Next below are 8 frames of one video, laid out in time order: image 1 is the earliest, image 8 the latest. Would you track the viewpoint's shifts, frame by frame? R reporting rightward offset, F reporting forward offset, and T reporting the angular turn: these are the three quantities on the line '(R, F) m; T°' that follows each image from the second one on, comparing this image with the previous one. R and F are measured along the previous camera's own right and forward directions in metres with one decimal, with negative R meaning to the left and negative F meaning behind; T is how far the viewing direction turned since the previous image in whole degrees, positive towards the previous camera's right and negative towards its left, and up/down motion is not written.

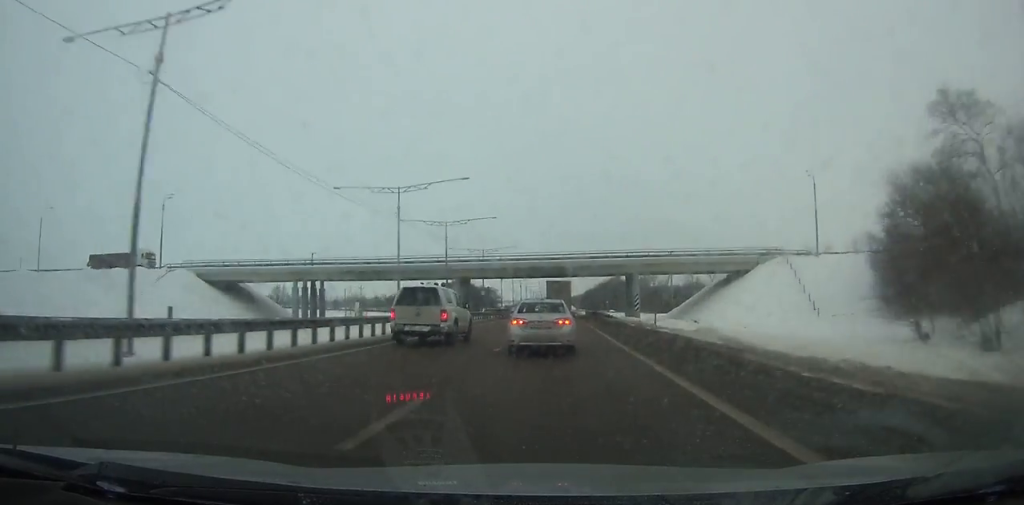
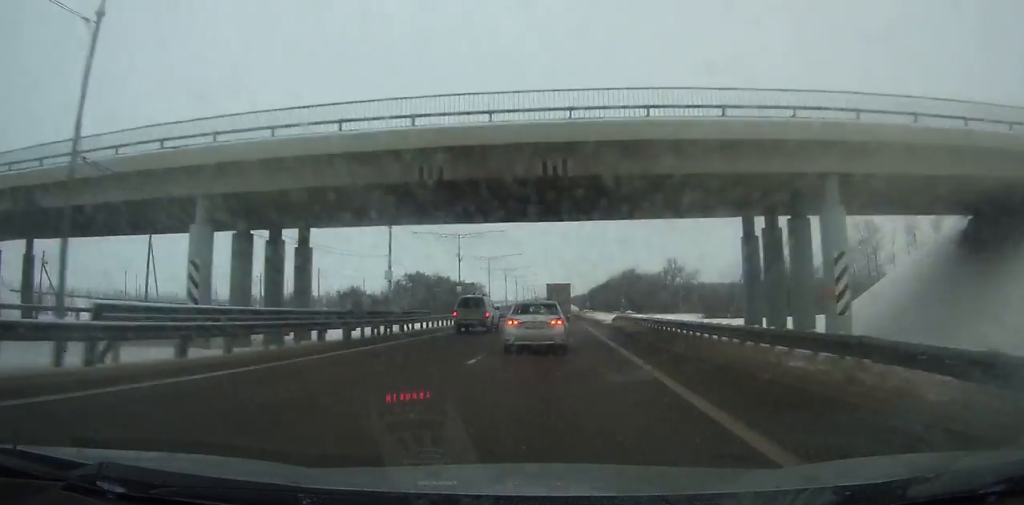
(0.0, +52.7) m; 0°
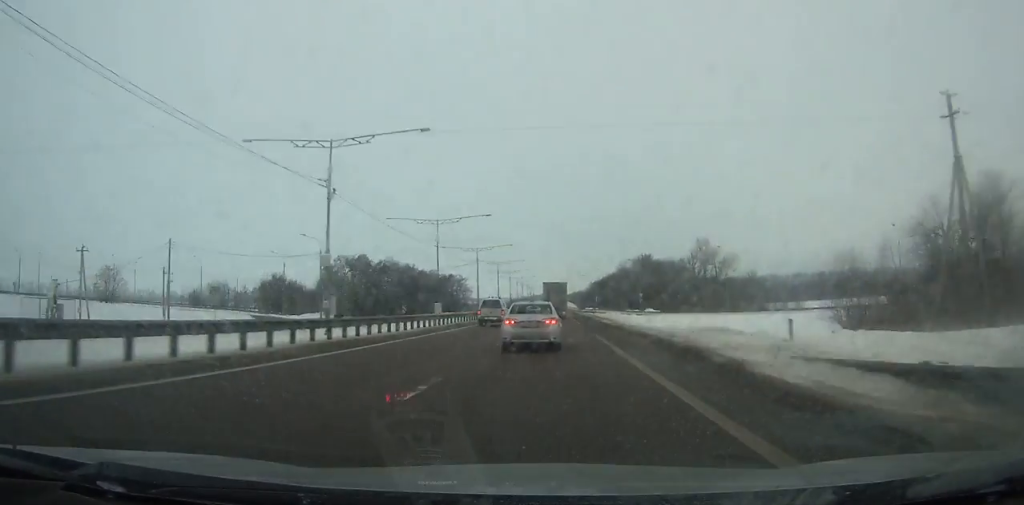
(+0.2, +40.5) m; 0°
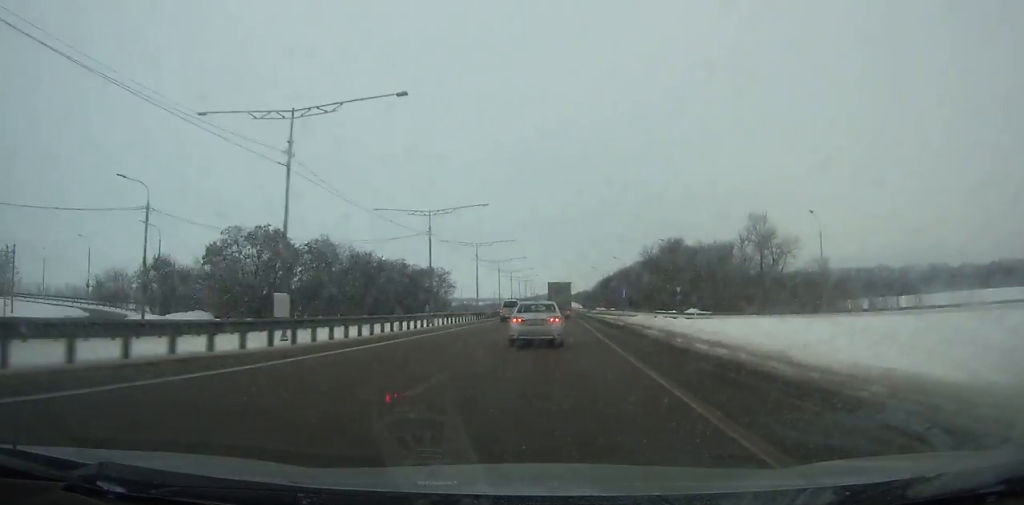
(-0.1, +35.9) m; 0°
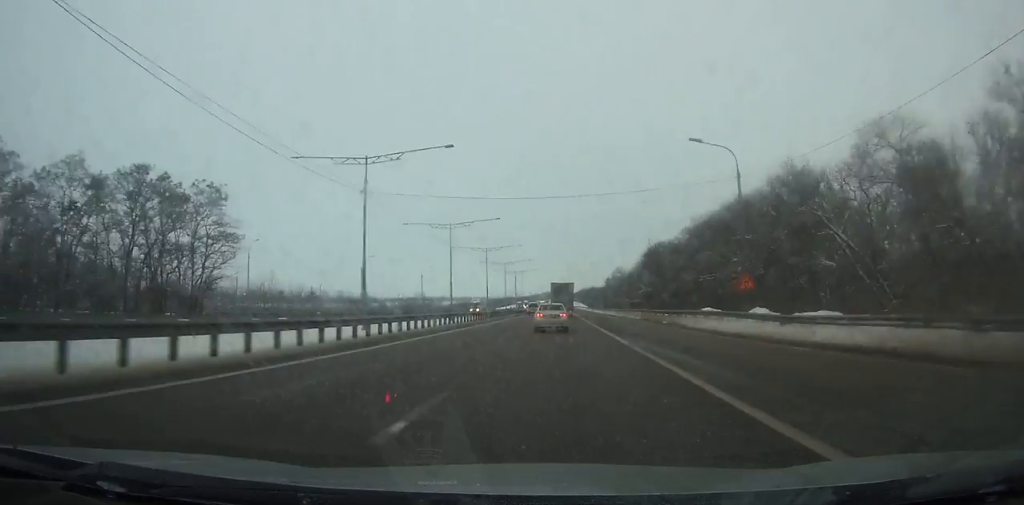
(-0.7, +112.0) m; 0°
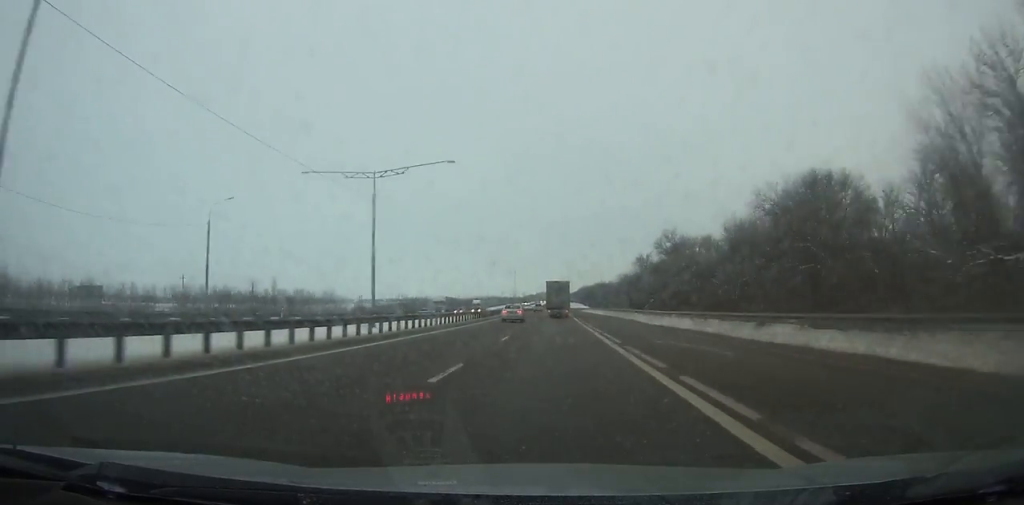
(+0.4, +116.4) m; 0°
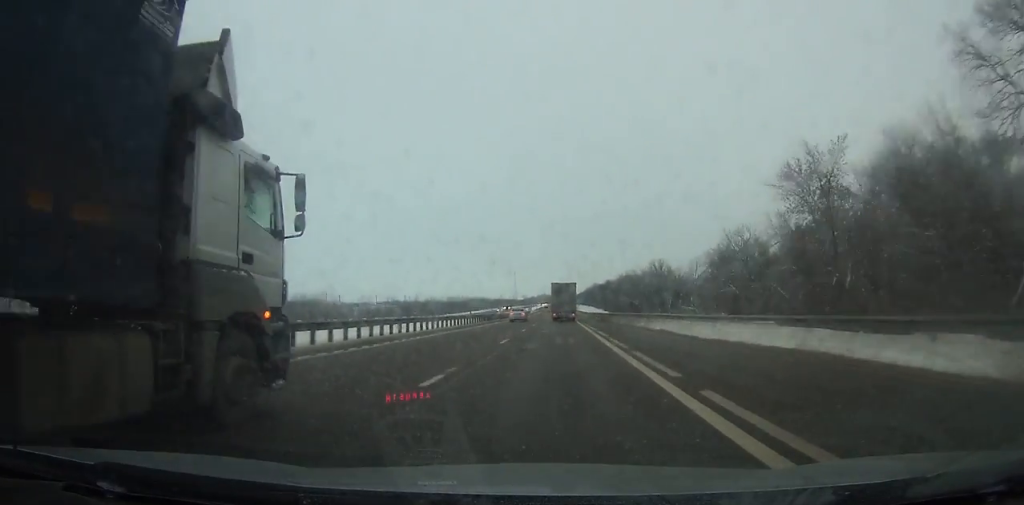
(-0.2, +97.0) m; 0°
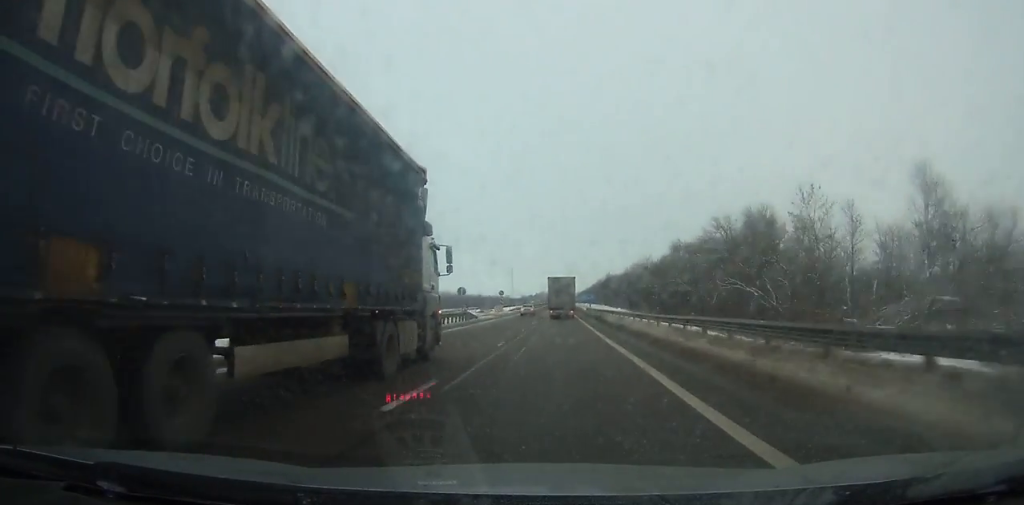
(-0.1, +97.0) m; 0°
